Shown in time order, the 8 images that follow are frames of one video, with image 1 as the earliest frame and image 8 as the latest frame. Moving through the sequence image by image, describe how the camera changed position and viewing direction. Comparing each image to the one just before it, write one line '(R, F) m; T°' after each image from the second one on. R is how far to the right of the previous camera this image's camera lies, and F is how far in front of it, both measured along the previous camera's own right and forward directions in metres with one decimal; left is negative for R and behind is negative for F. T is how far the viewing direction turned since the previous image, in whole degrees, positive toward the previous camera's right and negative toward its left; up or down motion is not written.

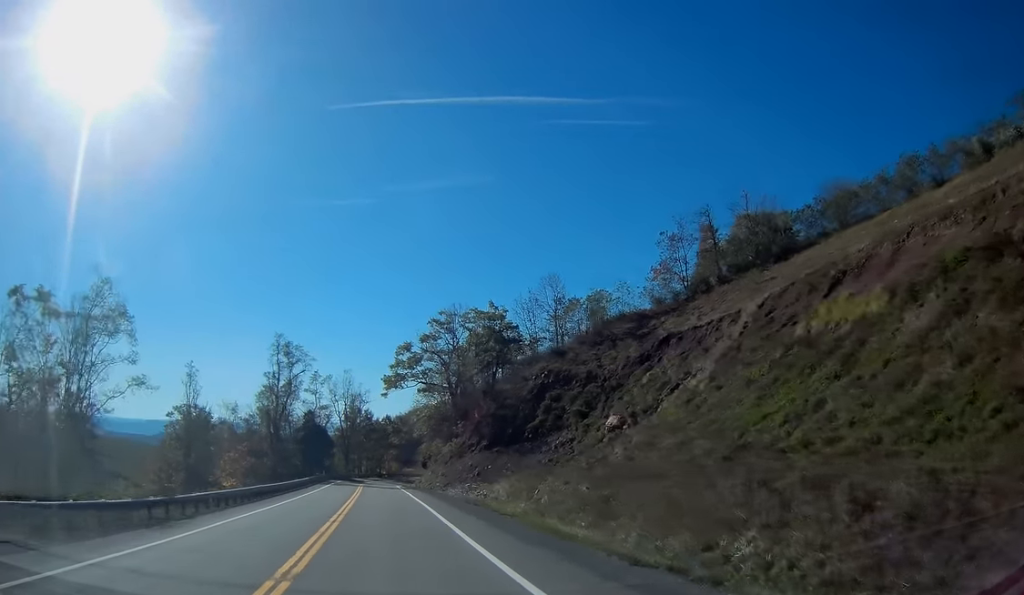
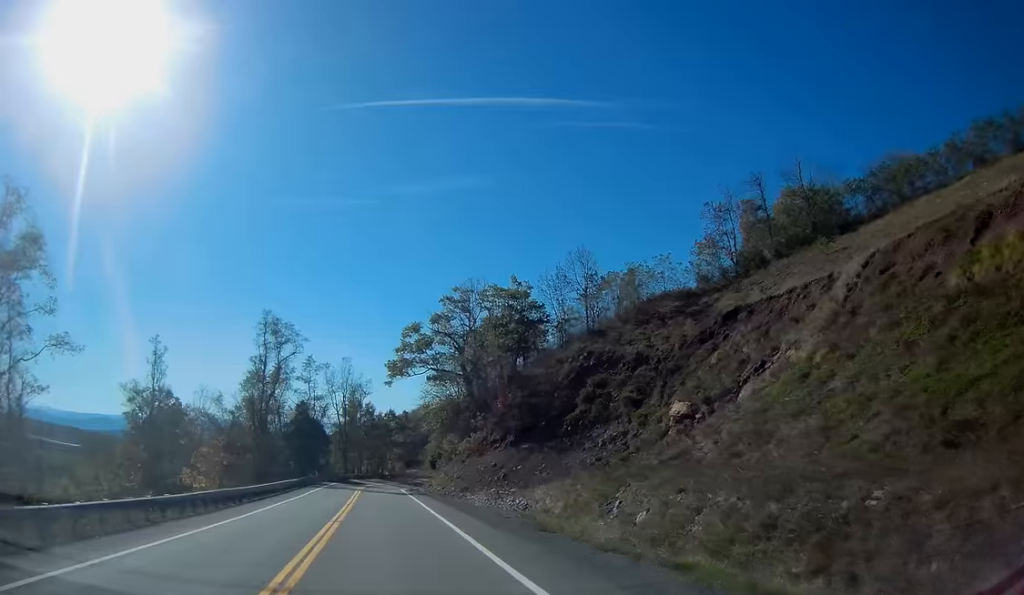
(-0.3, +12.8) m; 0°
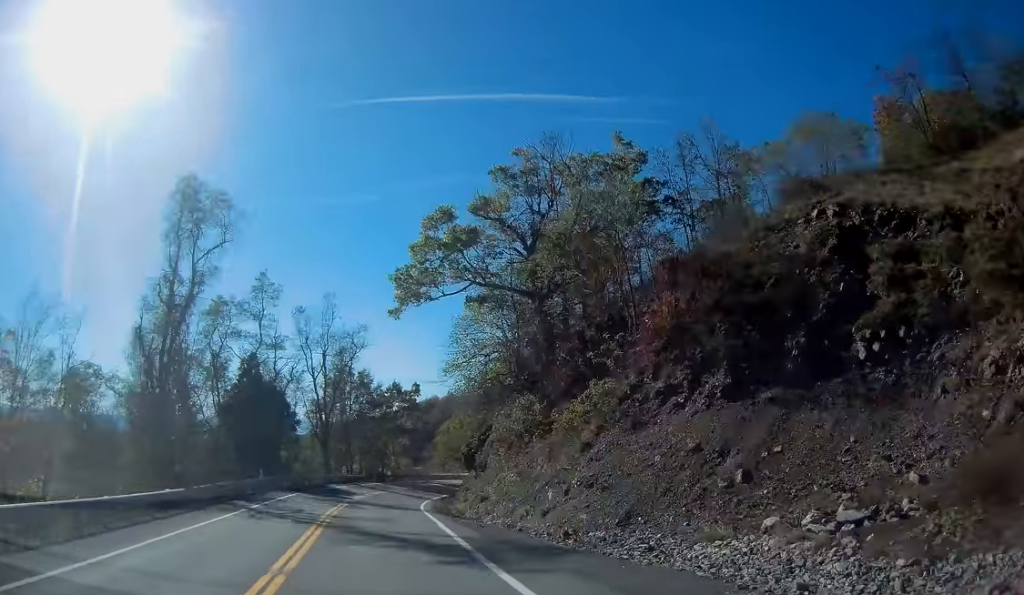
(+0.1, +34.8) m; 0°
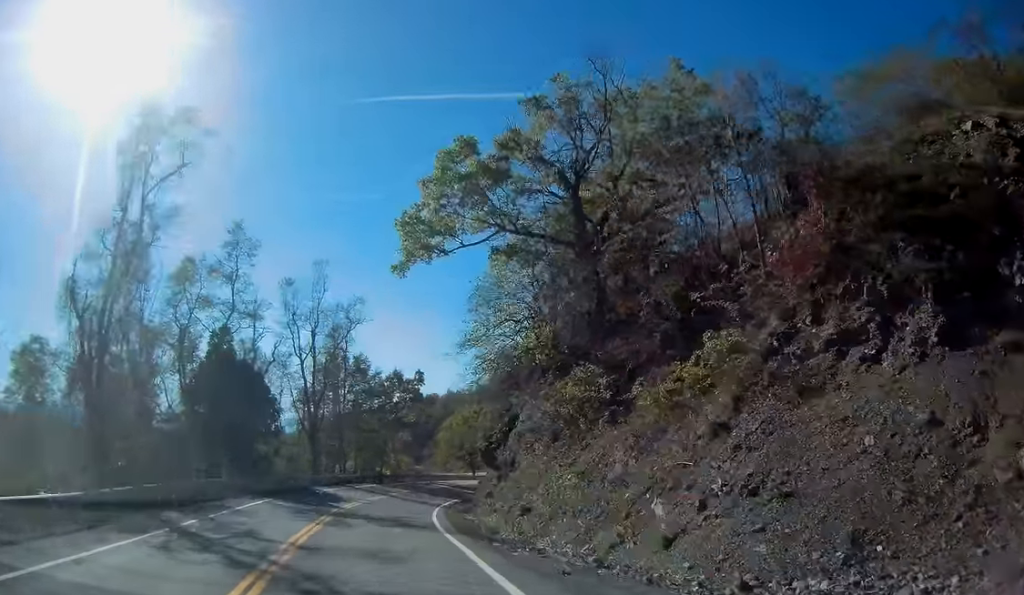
(0.0, +9.9) m; +1°
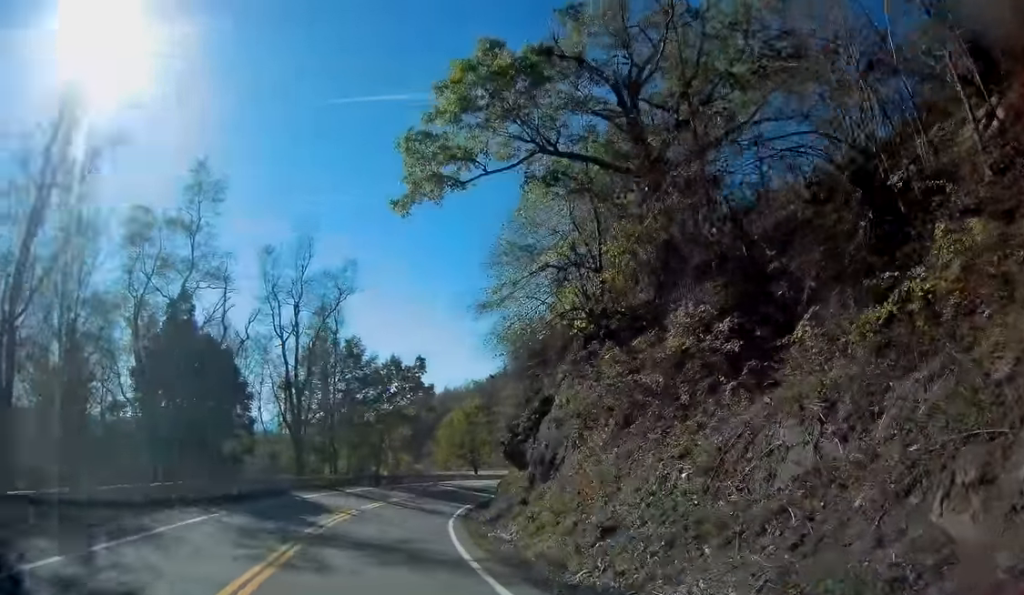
(0.0, +9.2) m; +1°
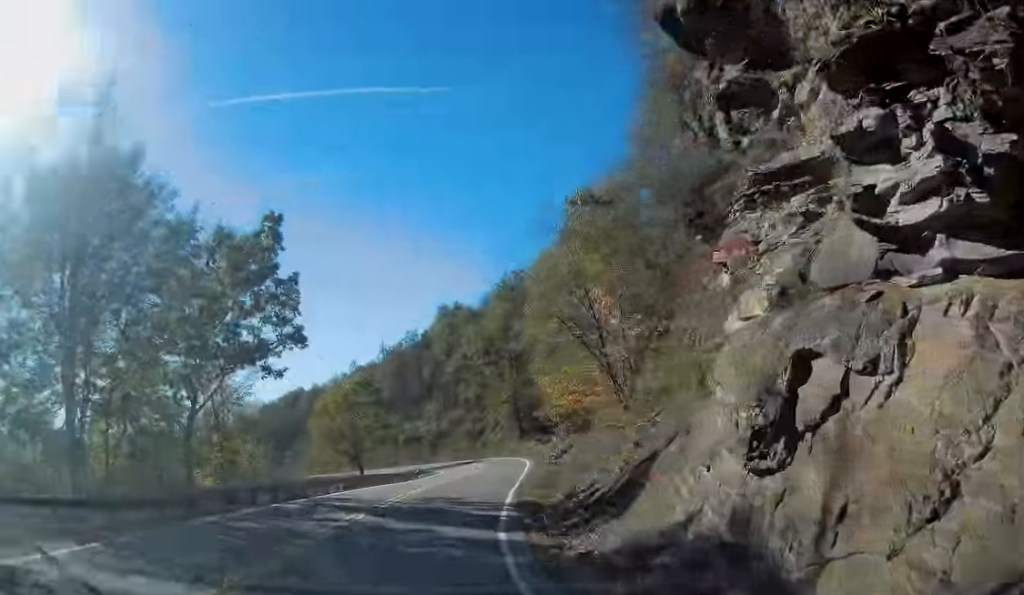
(+2.1, +35.3) m; +11°
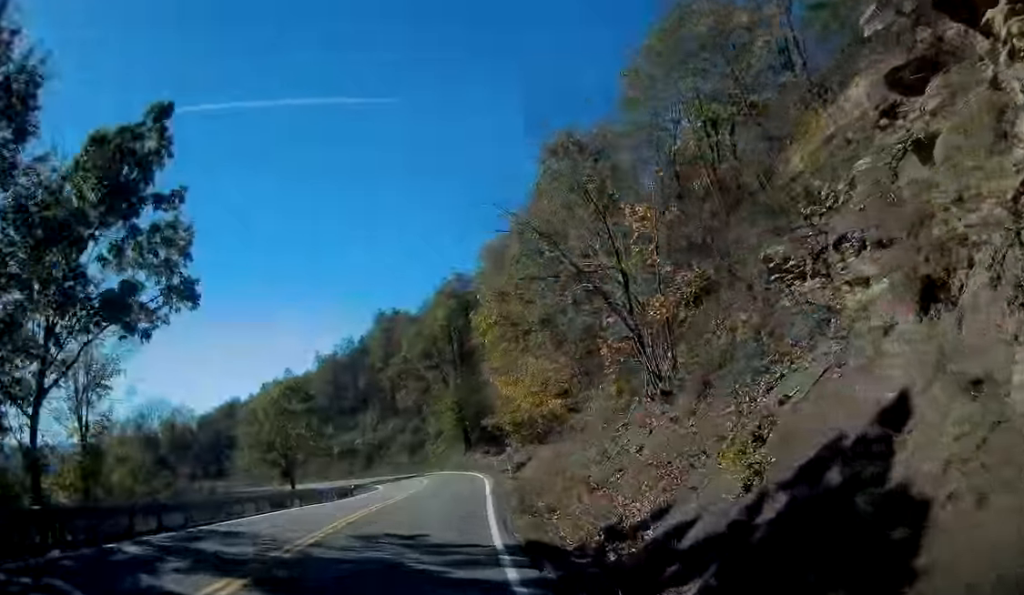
(+0.8, +9.7) m; +5°
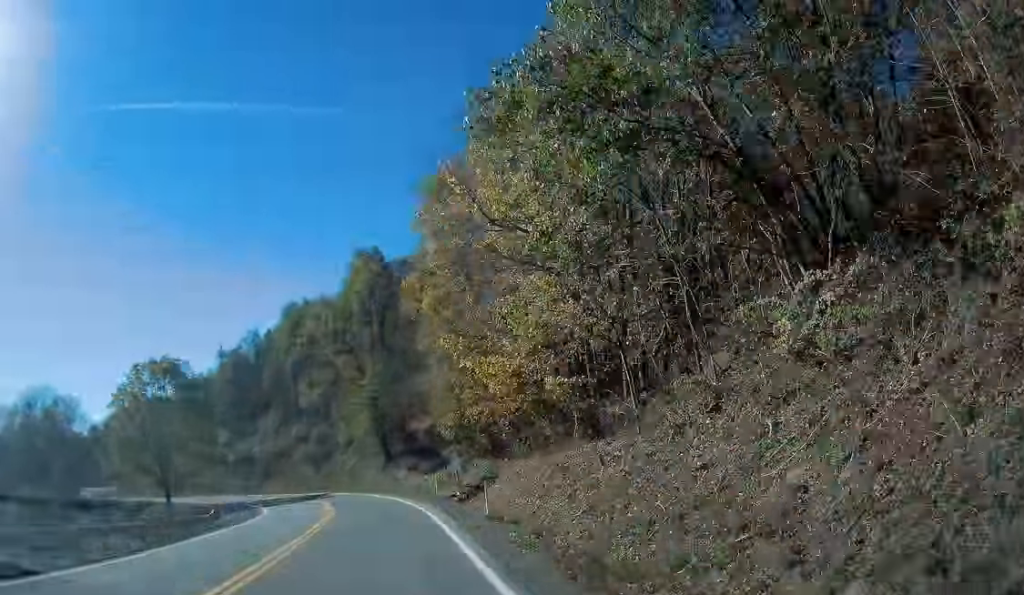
(+1.6, +22.0) m; +8°
